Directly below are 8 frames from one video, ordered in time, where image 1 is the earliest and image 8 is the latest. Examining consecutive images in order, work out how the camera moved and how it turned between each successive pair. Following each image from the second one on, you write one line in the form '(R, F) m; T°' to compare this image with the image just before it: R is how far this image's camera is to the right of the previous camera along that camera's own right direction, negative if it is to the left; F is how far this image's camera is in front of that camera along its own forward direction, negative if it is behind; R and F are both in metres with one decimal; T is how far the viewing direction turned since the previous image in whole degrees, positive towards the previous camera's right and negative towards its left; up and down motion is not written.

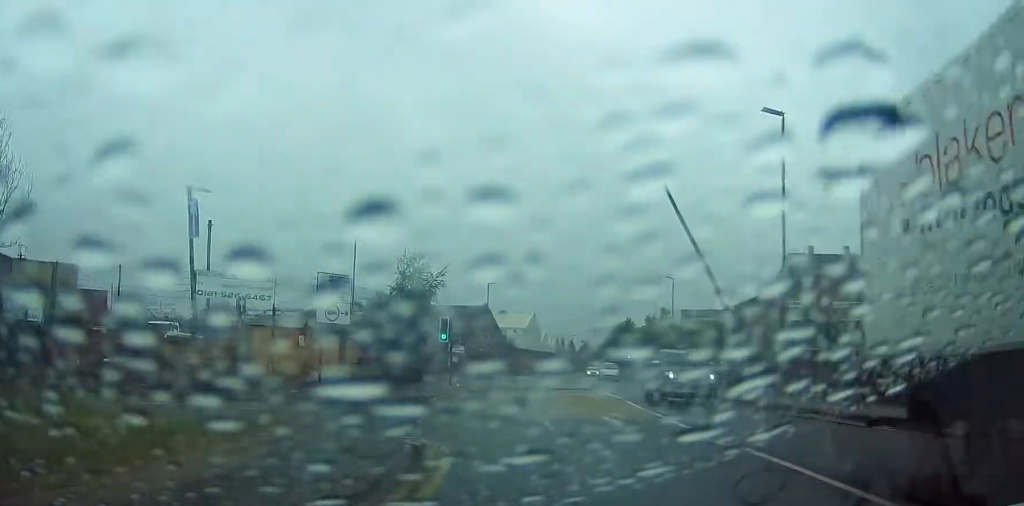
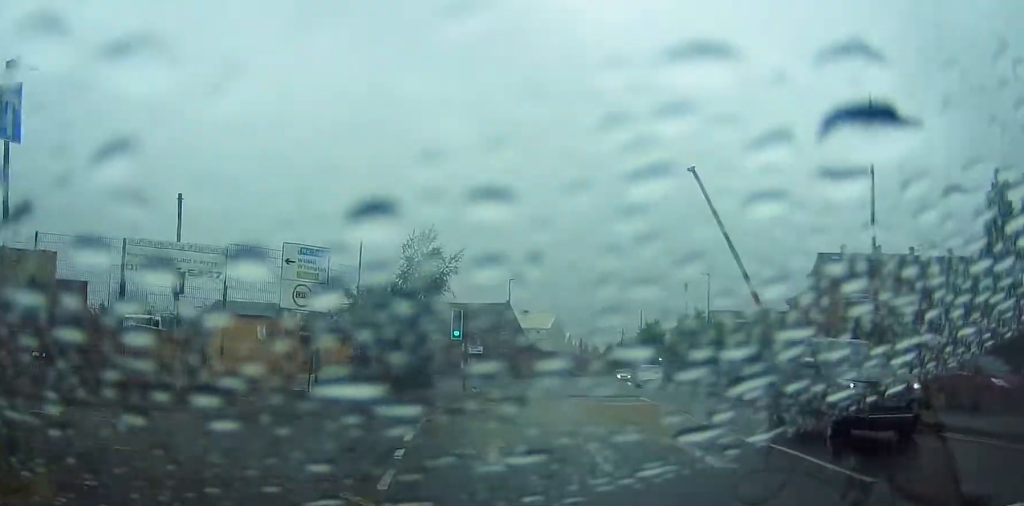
(+0.3, +5.7) m; 0°
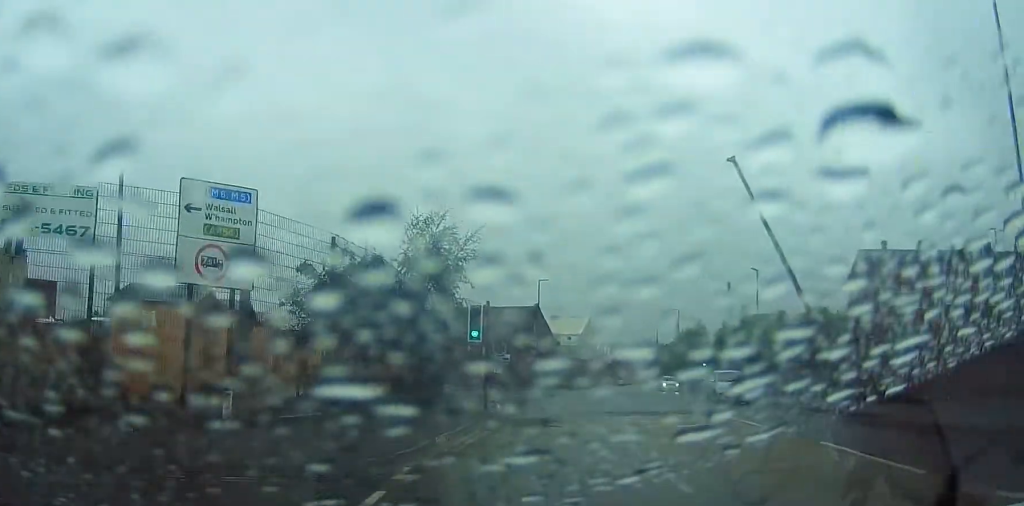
(-0.4, +7.0) m; -2°
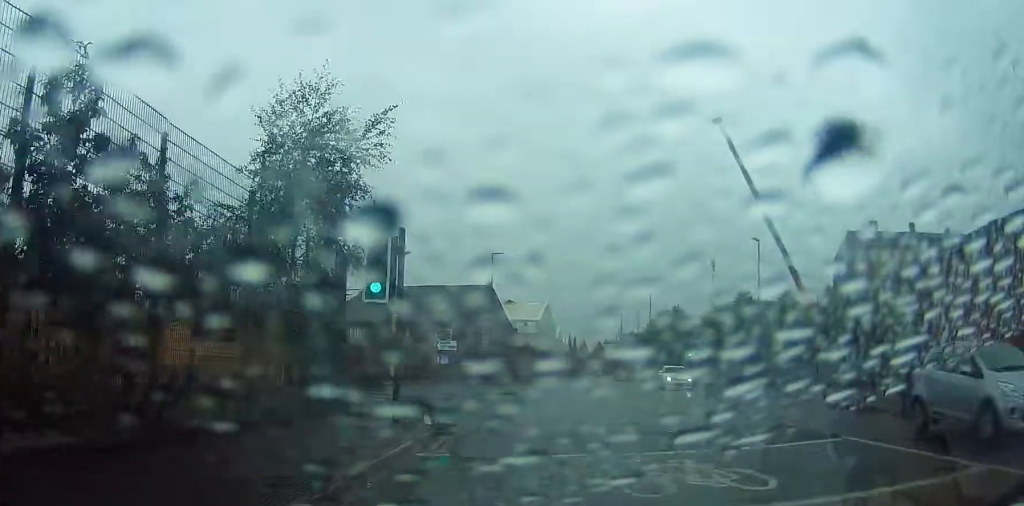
(-0.1, +11.1) m; +3°
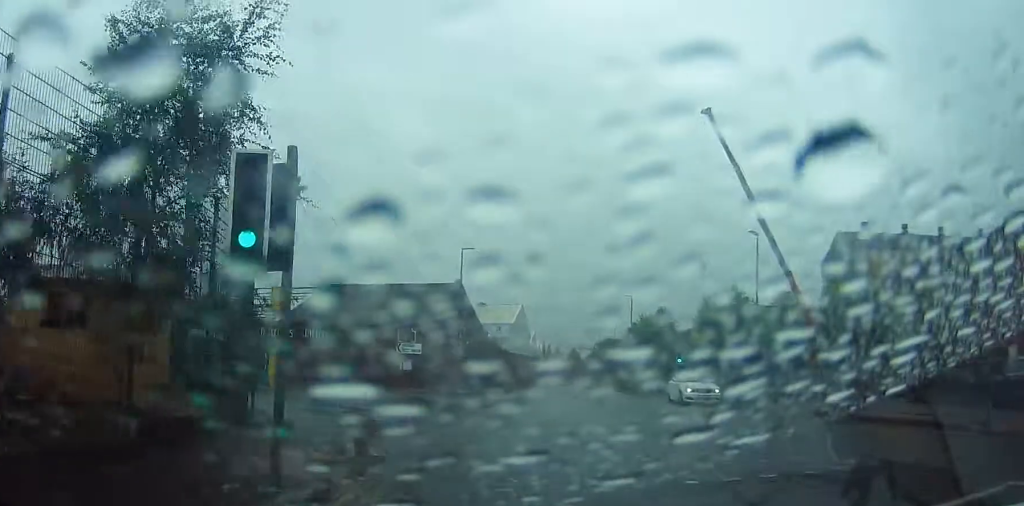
(+0.3, +5.3) m; +2°
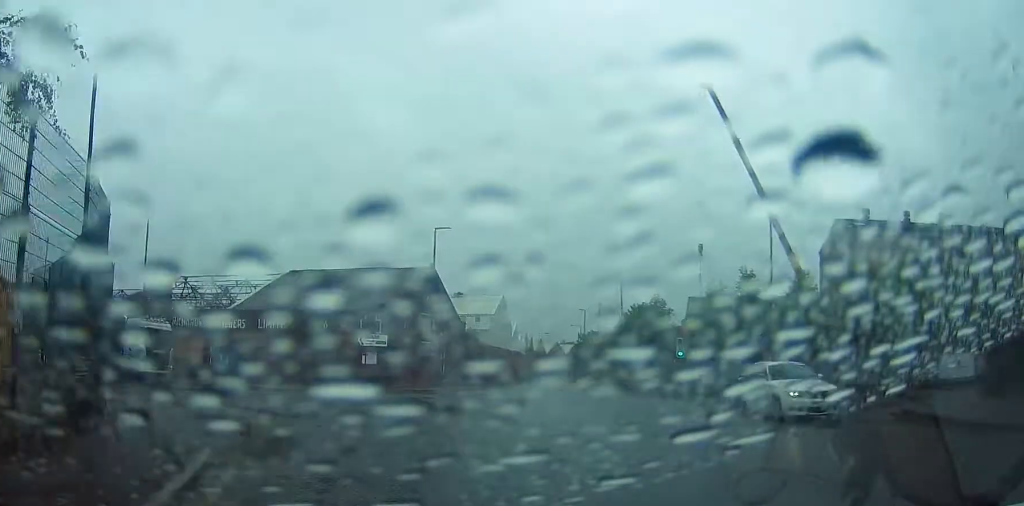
(+0.2, +6.0) m; +2°
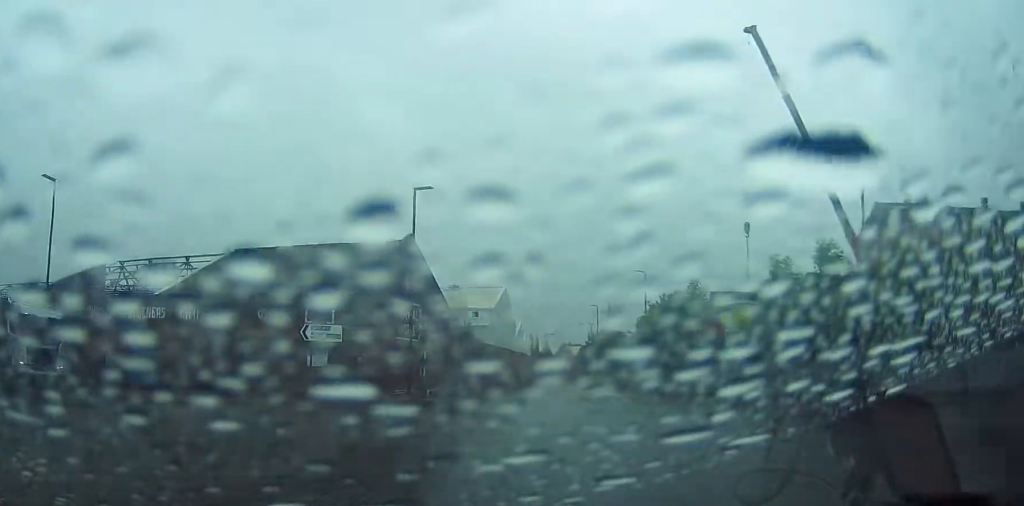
(+0.1, +11.7) m; 0°
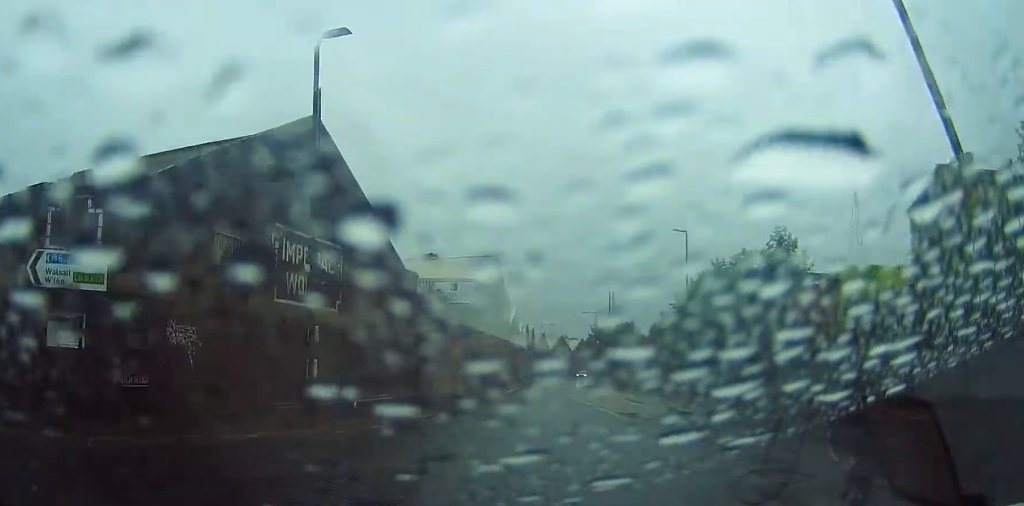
(0.0, +16.9) m; 0°
